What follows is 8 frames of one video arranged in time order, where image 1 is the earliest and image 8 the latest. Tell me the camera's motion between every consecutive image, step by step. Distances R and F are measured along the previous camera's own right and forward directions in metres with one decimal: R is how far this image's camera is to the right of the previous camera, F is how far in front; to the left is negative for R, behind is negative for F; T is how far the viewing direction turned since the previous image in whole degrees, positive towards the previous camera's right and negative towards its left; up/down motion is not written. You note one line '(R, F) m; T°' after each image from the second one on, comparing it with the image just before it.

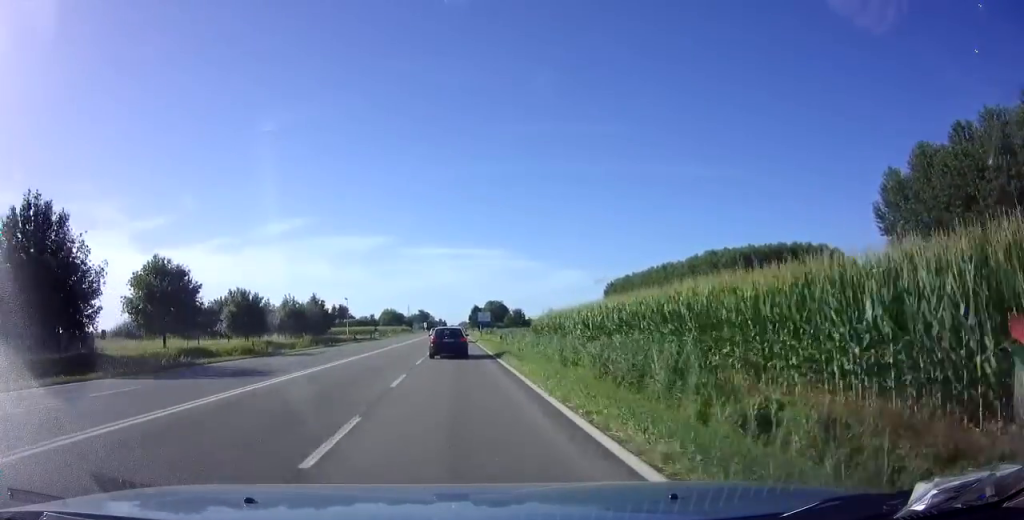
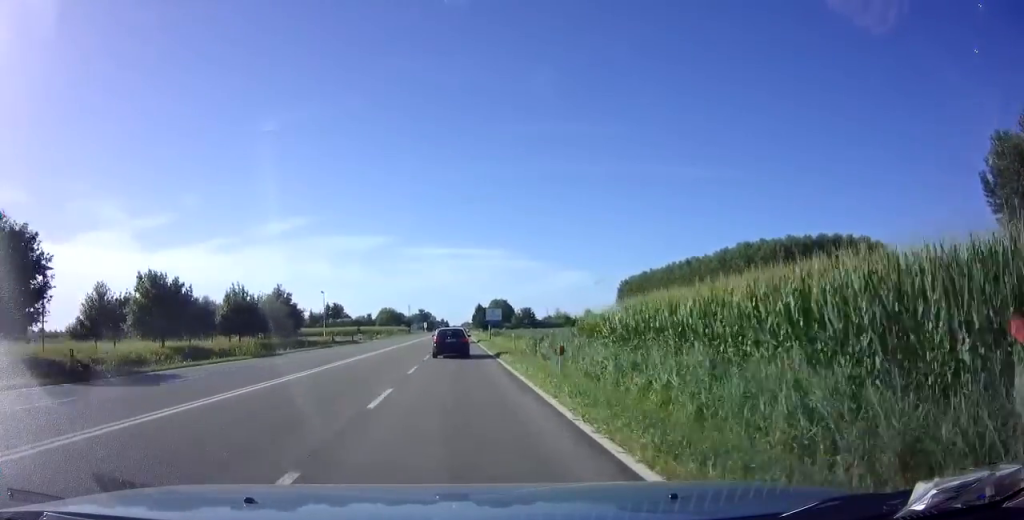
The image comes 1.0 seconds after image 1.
(0.0, +18.3) m; 0°
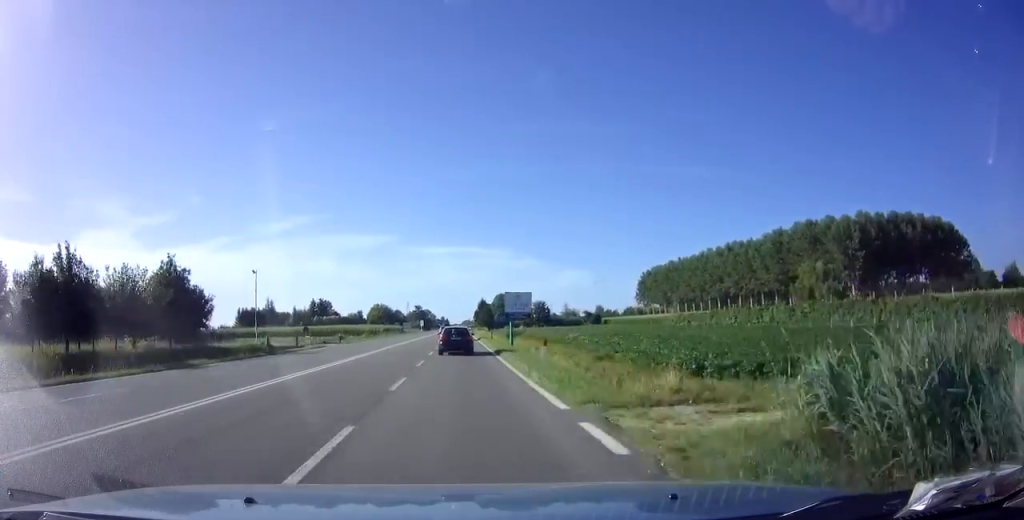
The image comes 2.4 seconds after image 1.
(0.0, +26.1) m; 0°
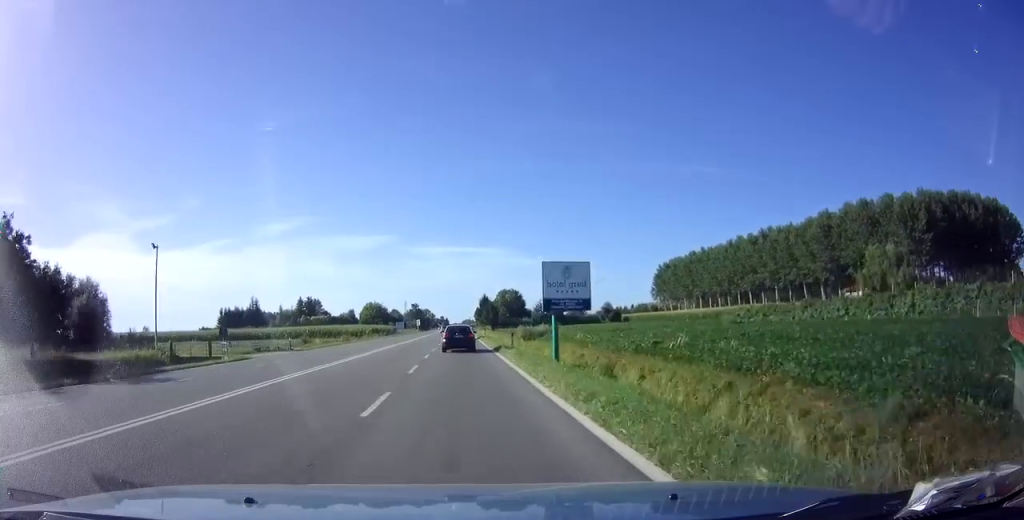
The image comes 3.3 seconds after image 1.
(0.0, +17.8) m; 0°
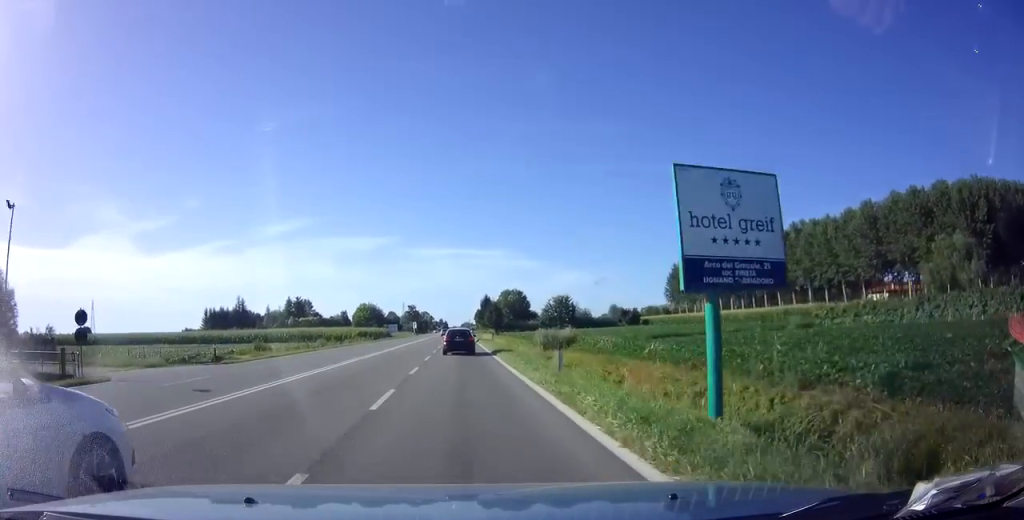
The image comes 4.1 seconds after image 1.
(-0.1, +14.2) m; 0°
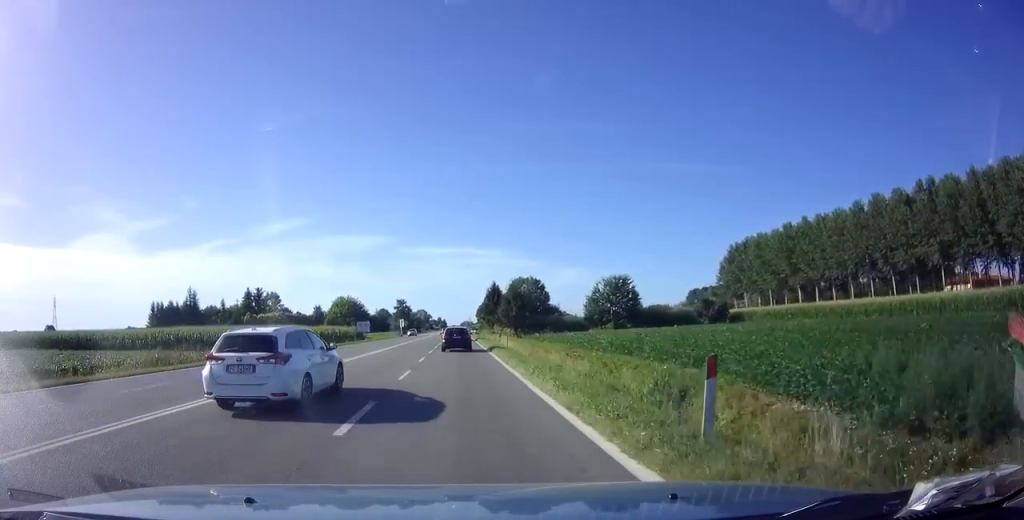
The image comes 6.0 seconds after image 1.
(0.0, +38.5) m; 0°
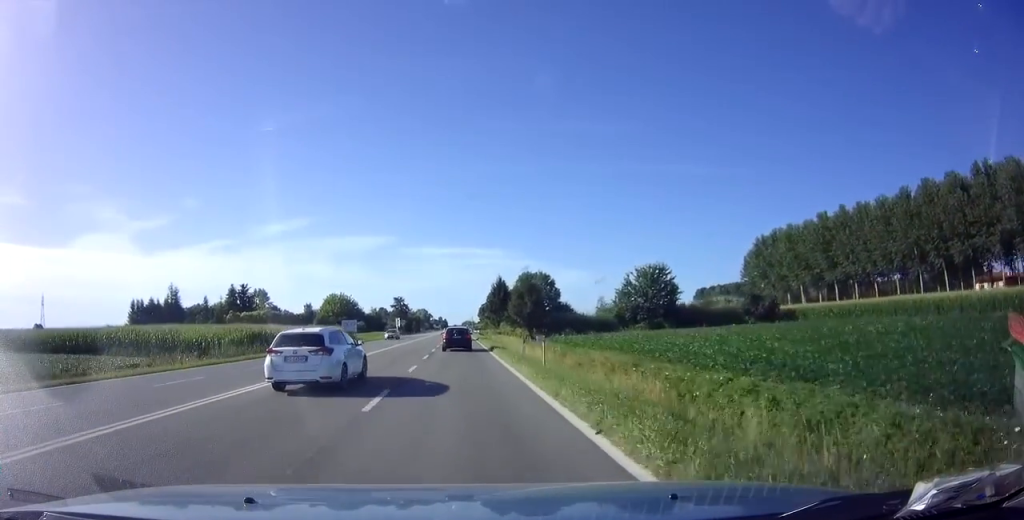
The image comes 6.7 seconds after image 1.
(0.0, +12.5) m; 0°
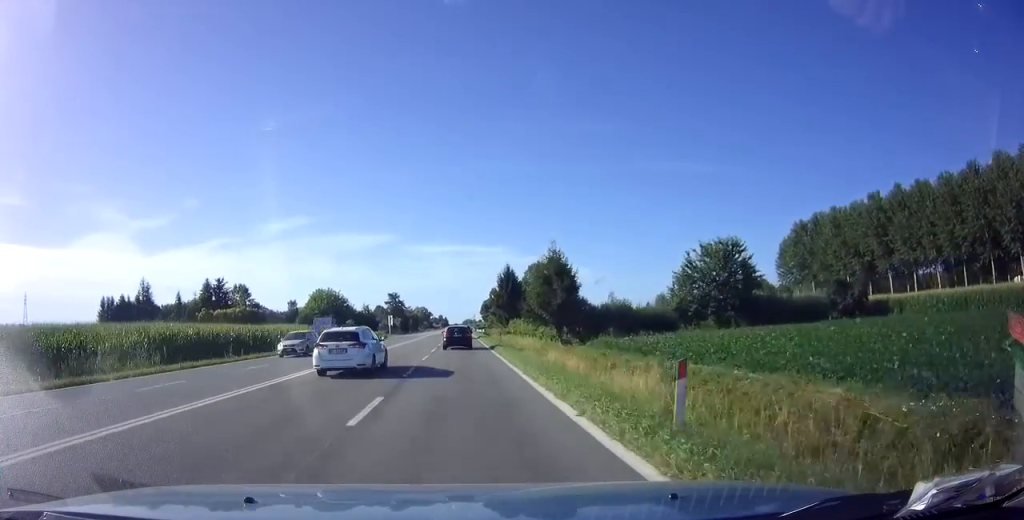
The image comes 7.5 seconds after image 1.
(+0.1, +16.6) m; 0°
